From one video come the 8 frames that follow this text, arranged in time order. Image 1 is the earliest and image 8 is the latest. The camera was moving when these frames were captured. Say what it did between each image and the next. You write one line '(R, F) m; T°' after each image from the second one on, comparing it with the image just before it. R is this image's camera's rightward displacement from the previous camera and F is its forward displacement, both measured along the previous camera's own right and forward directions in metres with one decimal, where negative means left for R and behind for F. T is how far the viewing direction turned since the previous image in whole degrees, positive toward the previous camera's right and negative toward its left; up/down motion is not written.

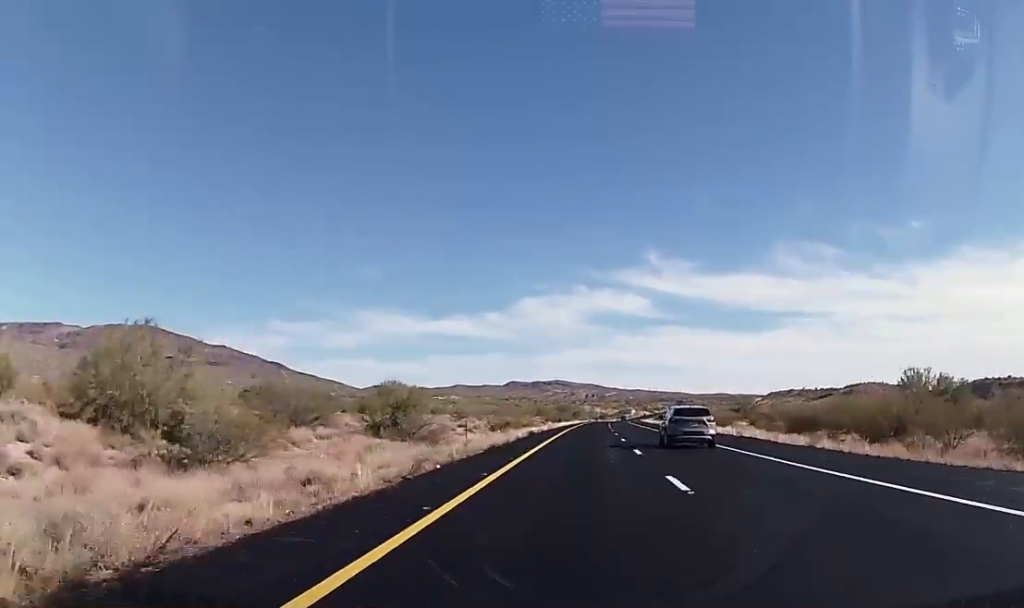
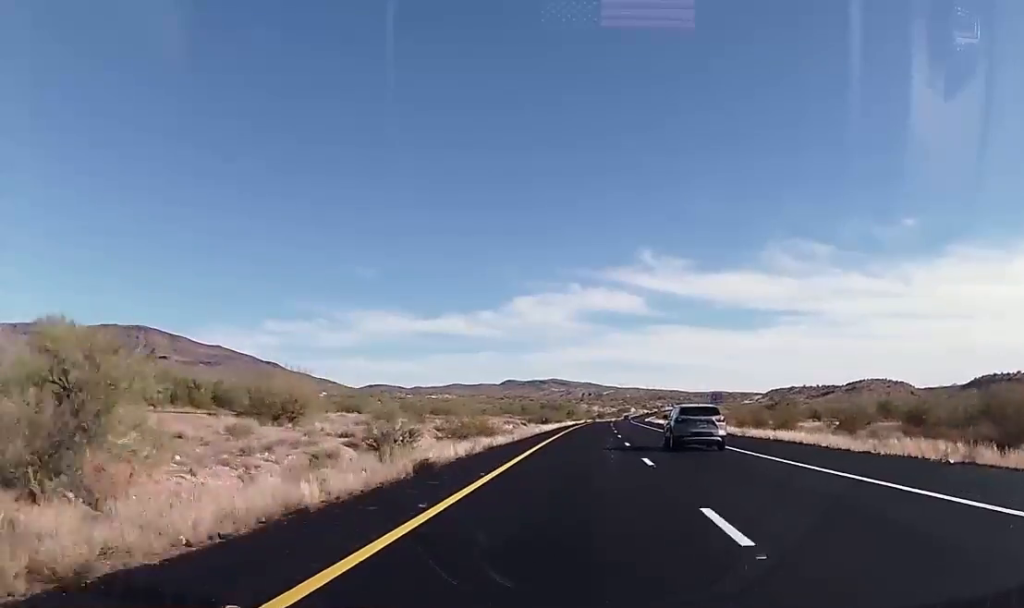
(0.0, +29.9) m; +1°
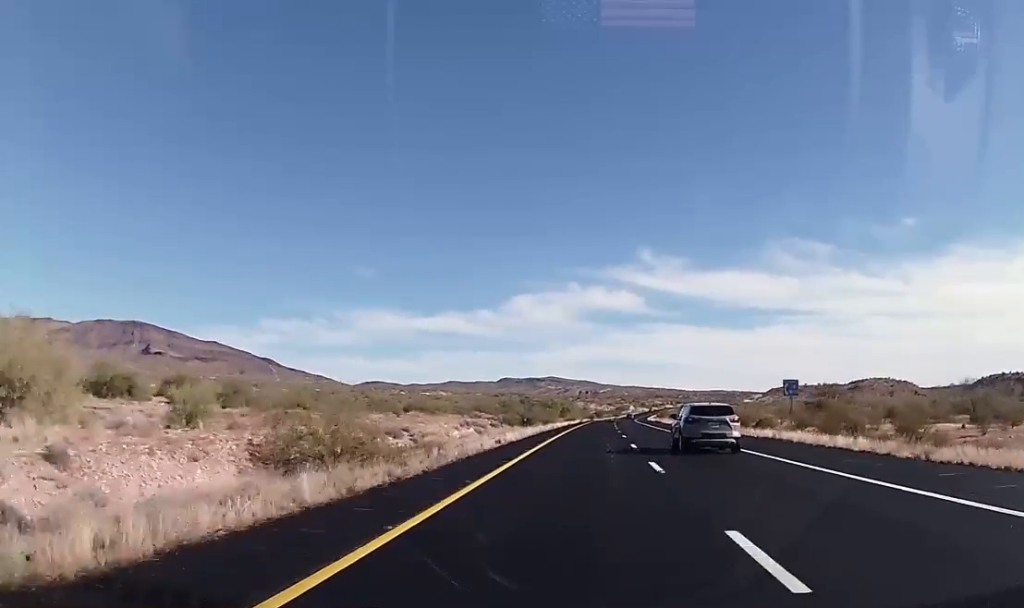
(+0.2, +26.2) m; +1°
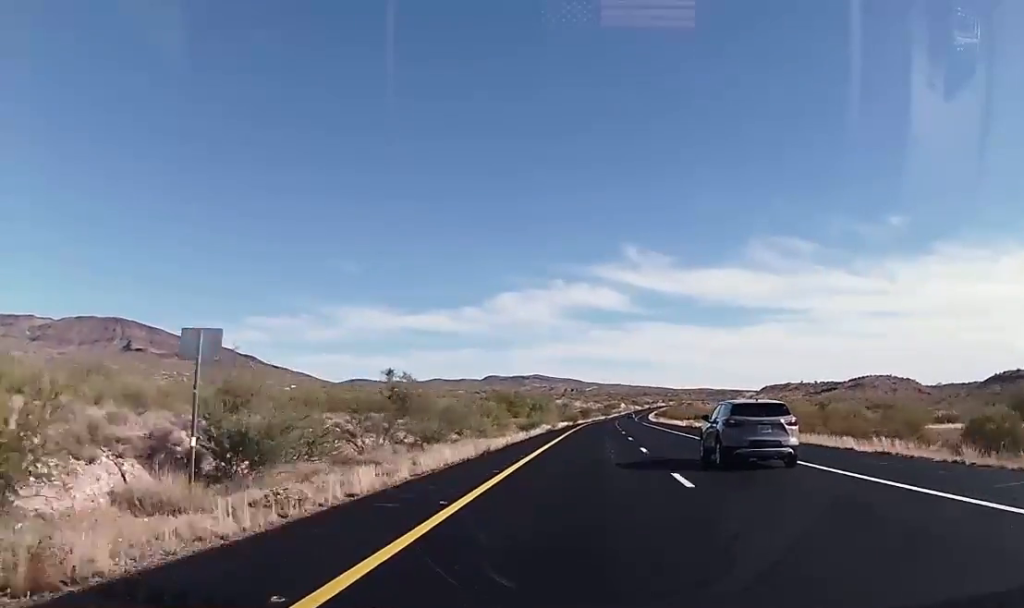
(+0.4, +63.8) m; +1°
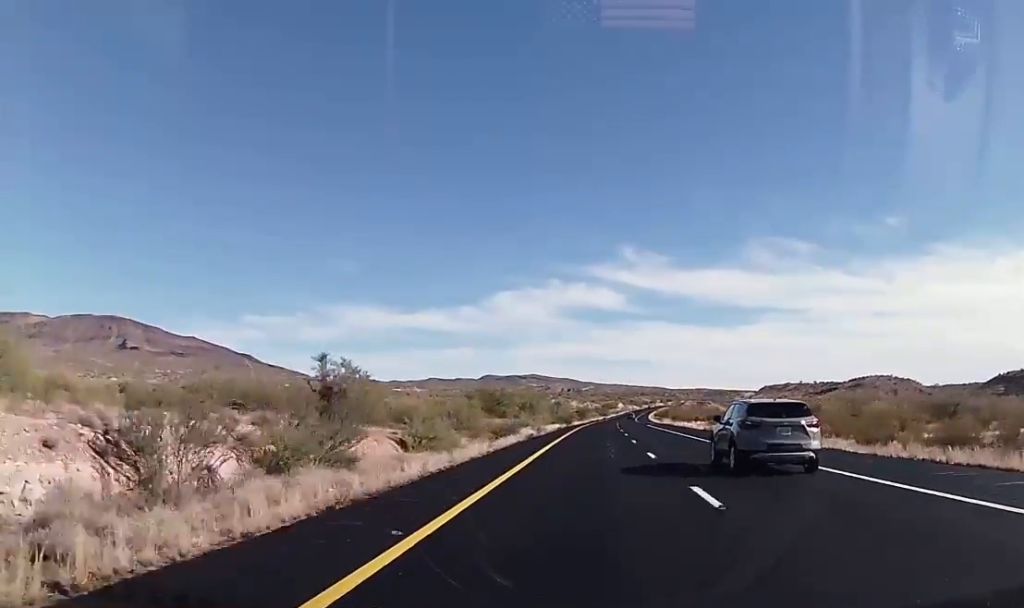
(+0.1, +15.0) m; +1°
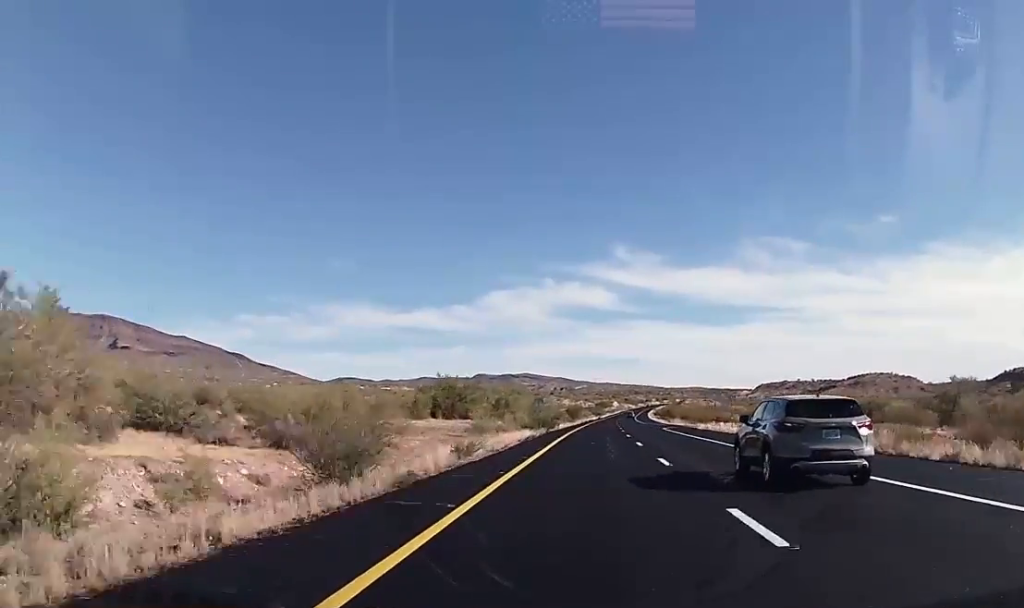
(+0.1, +27.5) m; +1°
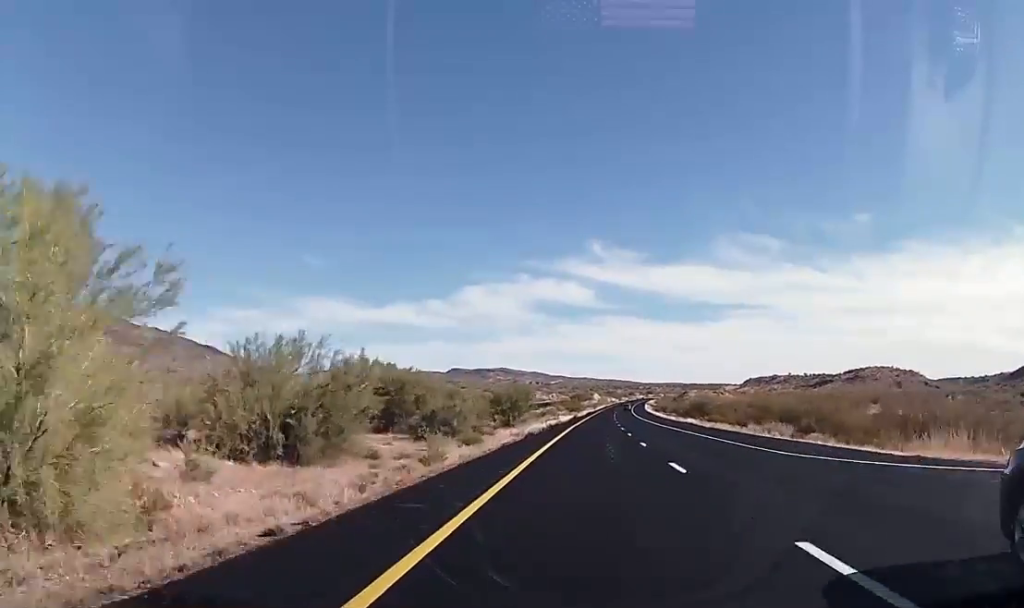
(+0.6, +87.6) m; 0°
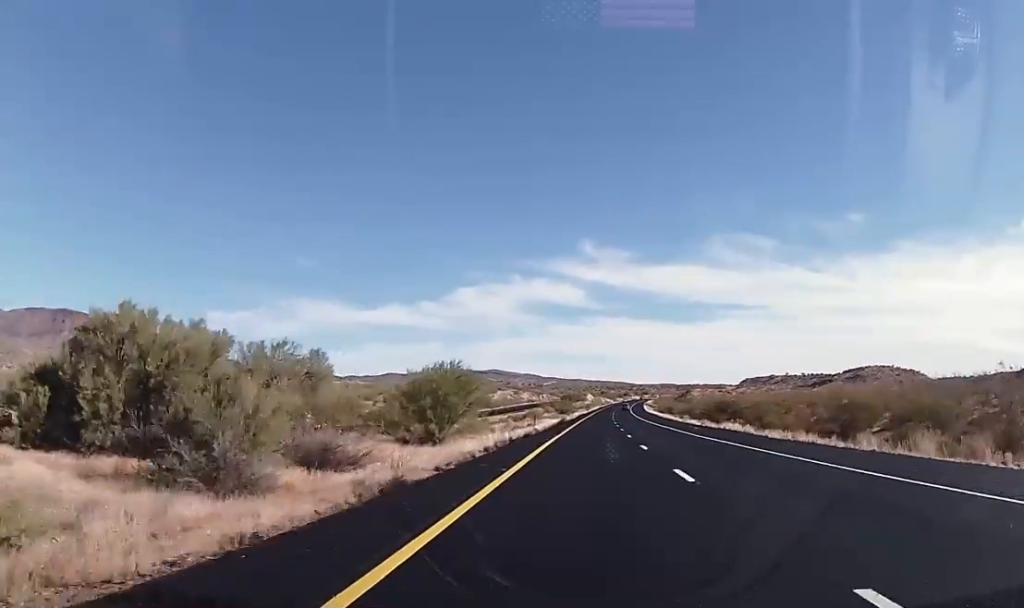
(0.0, +26.4) m; +1°
